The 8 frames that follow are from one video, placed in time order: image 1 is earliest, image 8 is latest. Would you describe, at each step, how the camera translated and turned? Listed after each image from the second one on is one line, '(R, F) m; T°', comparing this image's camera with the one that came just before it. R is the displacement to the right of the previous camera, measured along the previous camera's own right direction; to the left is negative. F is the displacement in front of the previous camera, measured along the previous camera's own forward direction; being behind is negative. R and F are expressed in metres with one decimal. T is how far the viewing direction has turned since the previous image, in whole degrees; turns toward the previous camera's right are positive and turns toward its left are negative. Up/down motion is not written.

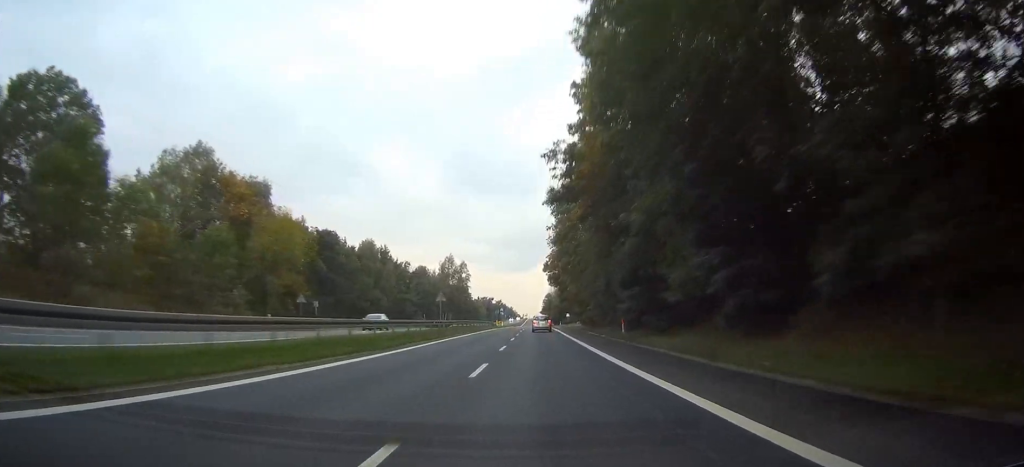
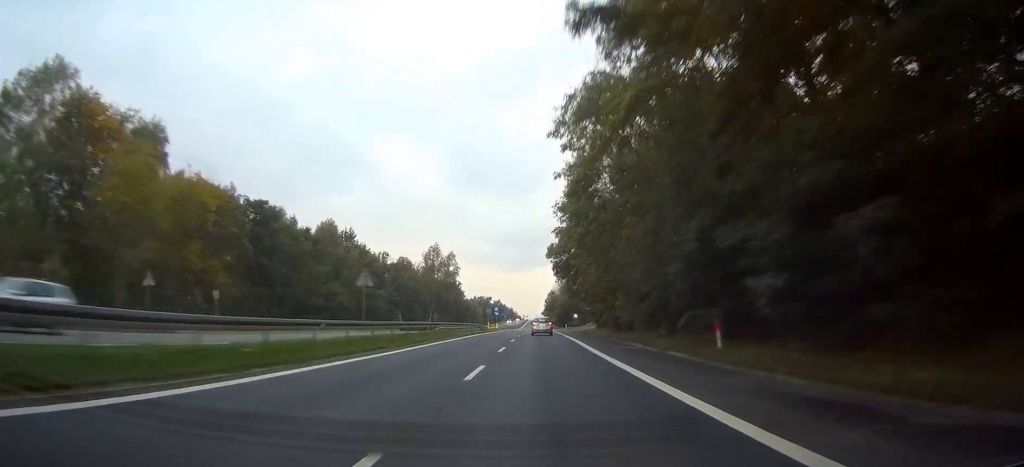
(+0.2, +24.7) m; 0°
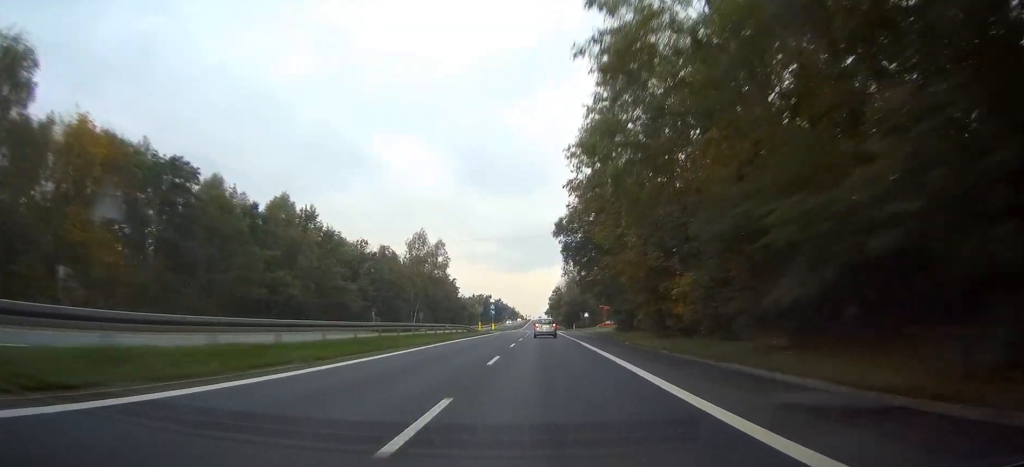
(0.0, +19.6) m; 0°
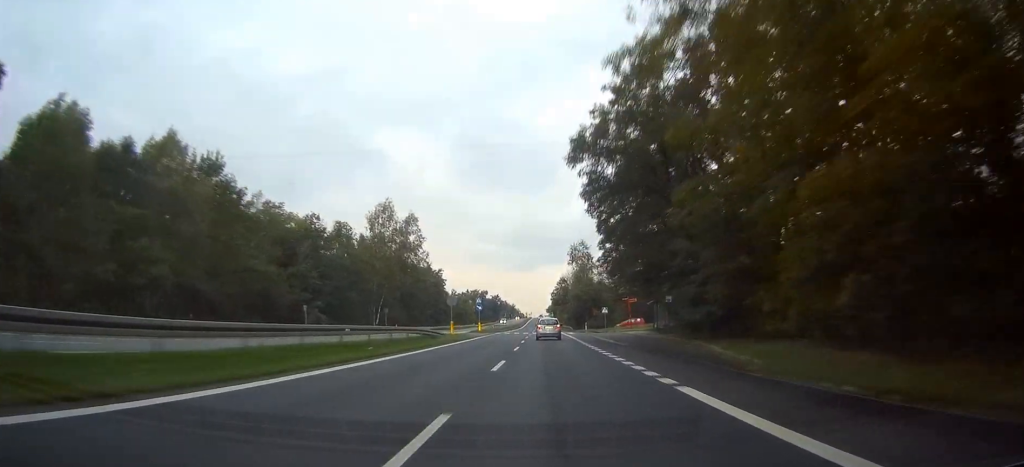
(-0.1, +26.7) m; 0°
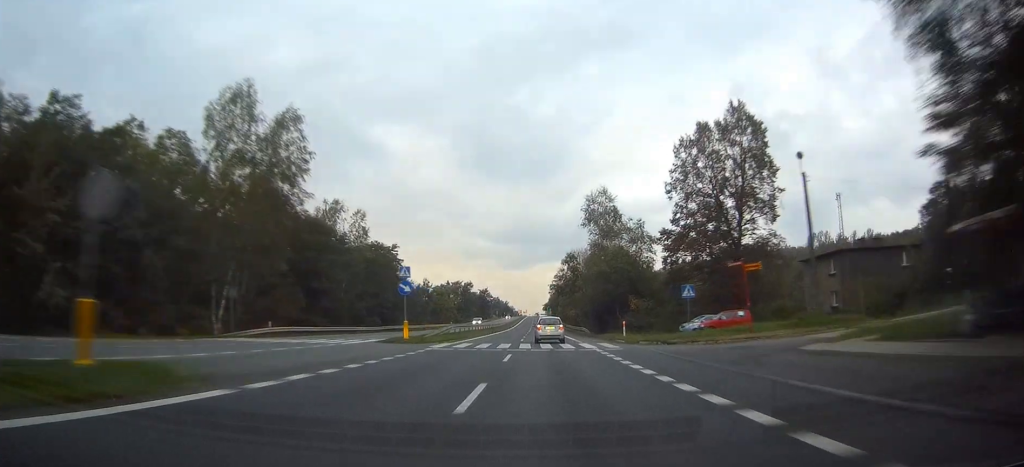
(+0.3, +44.4) m; +1°
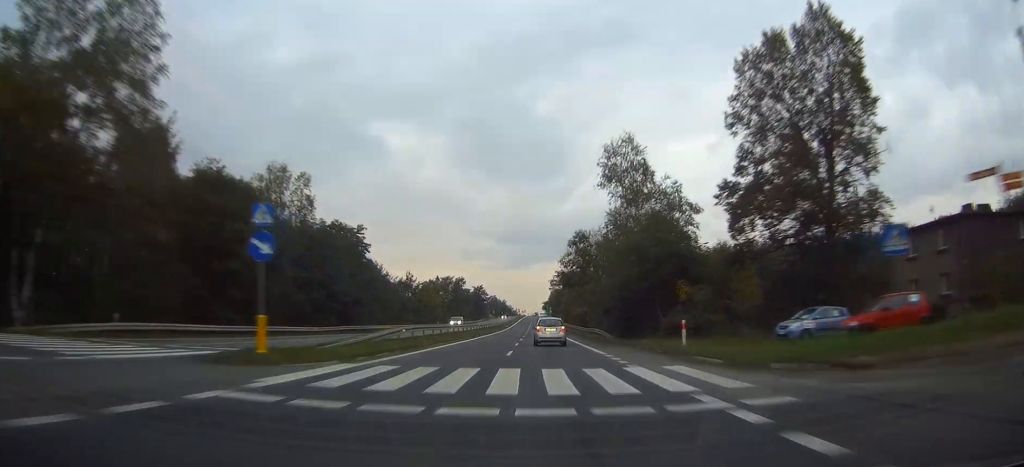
(0.0, +19.9) m; 0°
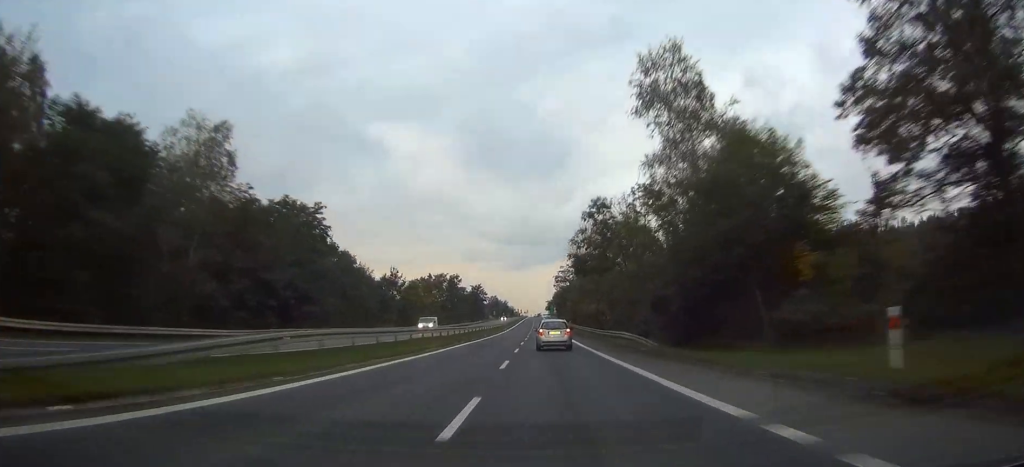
(-0.1, +16.5) m; 0°
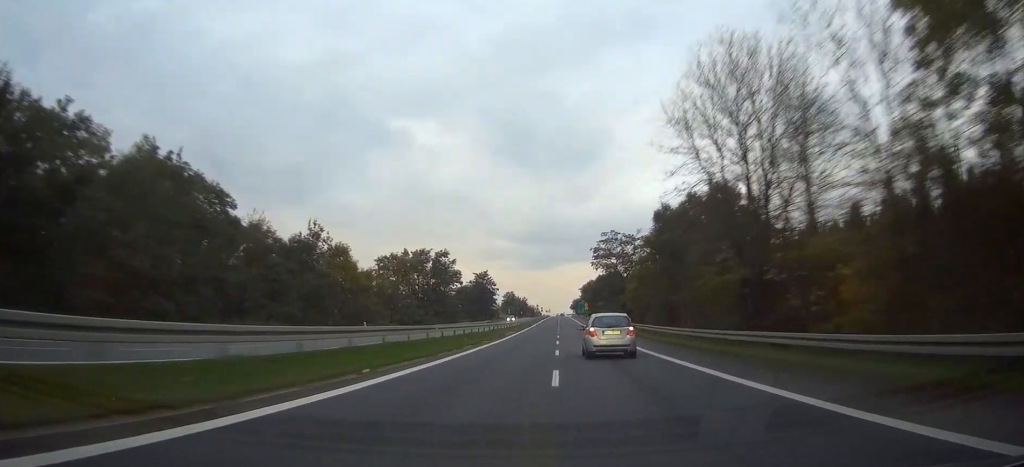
(-0.5, +53.7) m; -1°
